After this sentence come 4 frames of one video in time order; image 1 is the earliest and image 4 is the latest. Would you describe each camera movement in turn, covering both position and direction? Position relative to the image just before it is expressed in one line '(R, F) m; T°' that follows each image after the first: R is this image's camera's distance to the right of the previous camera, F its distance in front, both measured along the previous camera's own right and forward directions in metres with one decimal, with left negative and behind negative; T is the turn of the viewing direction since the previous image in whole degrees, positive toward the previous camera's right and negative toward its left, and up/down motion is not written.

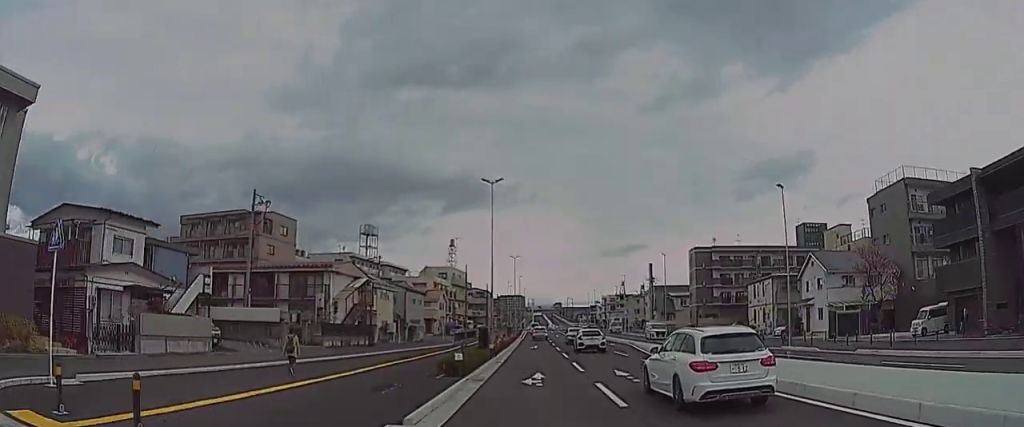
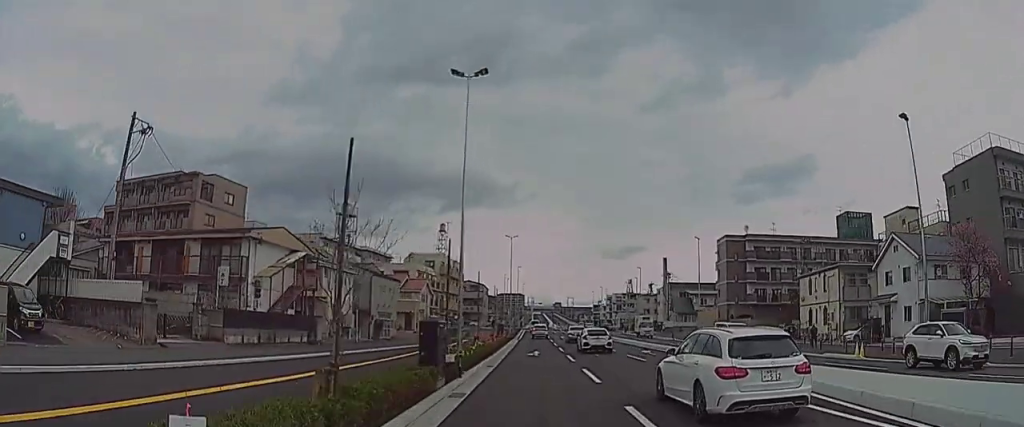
(-0.1, +15.7) m; -1°
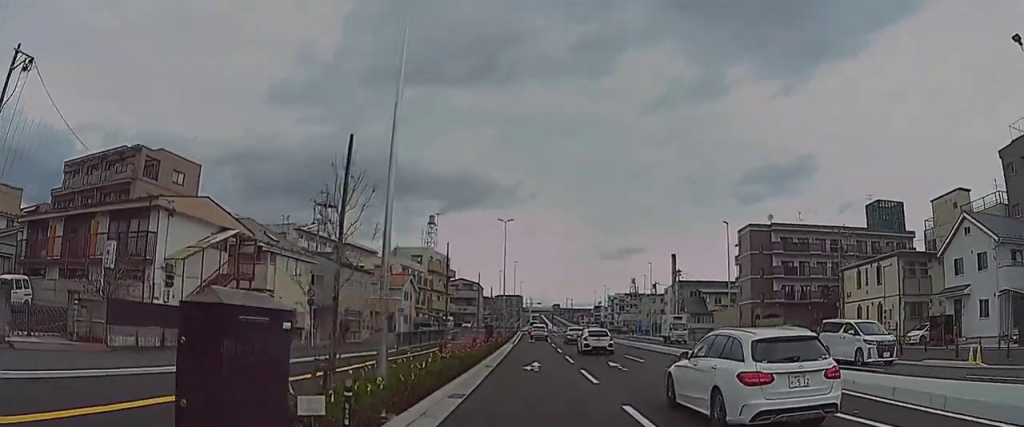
(0.0, +10.3) m; +1°
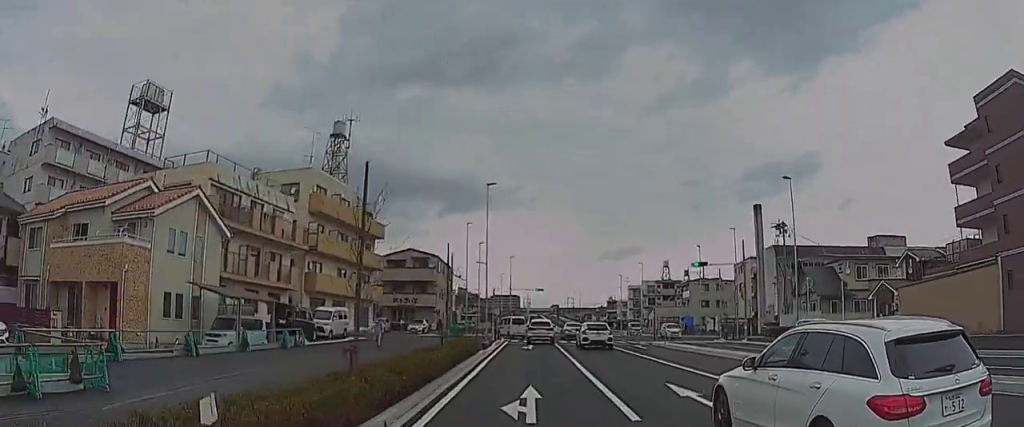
(+0.6, +50.8) m; +1°
